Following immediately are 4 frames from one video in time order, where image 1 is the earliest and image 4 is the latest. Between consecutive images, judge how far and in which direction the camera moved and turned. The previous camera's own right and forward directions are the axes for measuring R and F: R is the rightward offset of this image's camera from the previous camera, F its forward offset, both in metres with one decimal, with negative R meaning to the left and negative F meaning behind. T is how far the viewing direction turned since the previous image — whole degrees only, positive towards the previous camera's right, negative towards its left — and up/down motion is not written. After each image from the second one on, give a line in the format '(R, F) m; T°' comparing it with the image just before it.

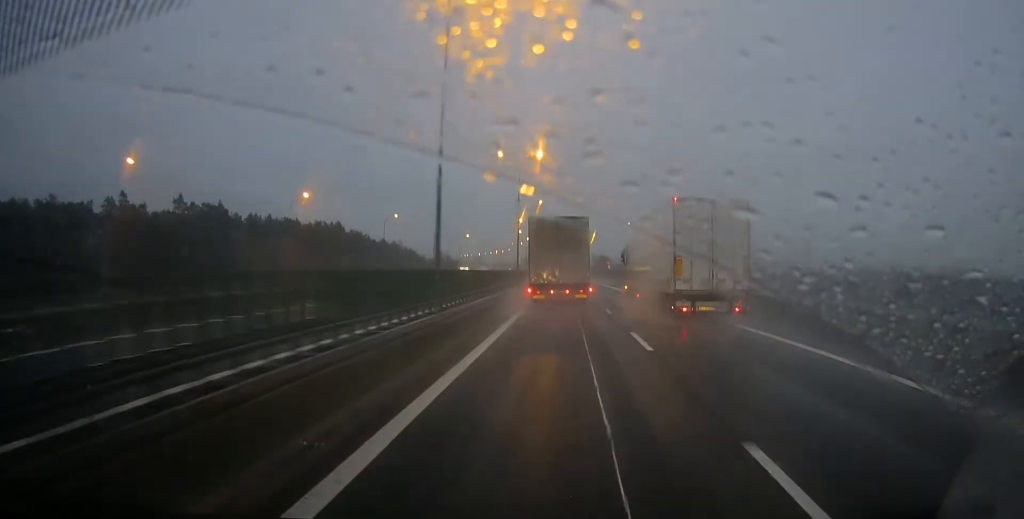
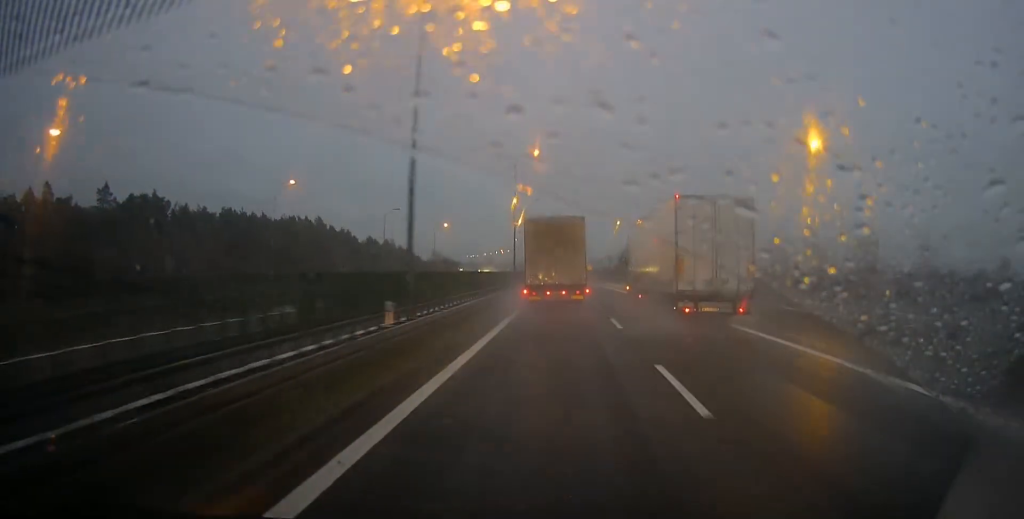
(-0.6, +42.2) m; -1°
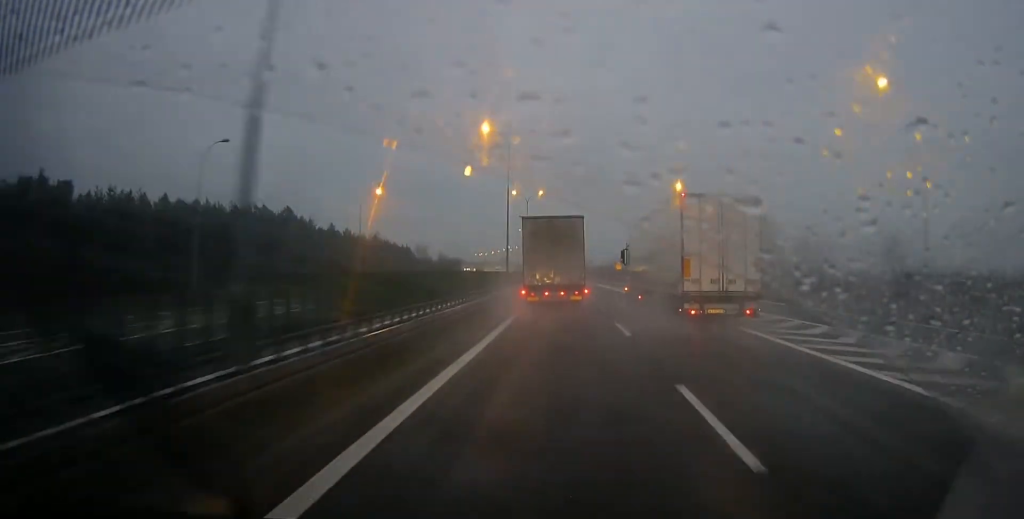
(0.0, +49.7) m; -1°
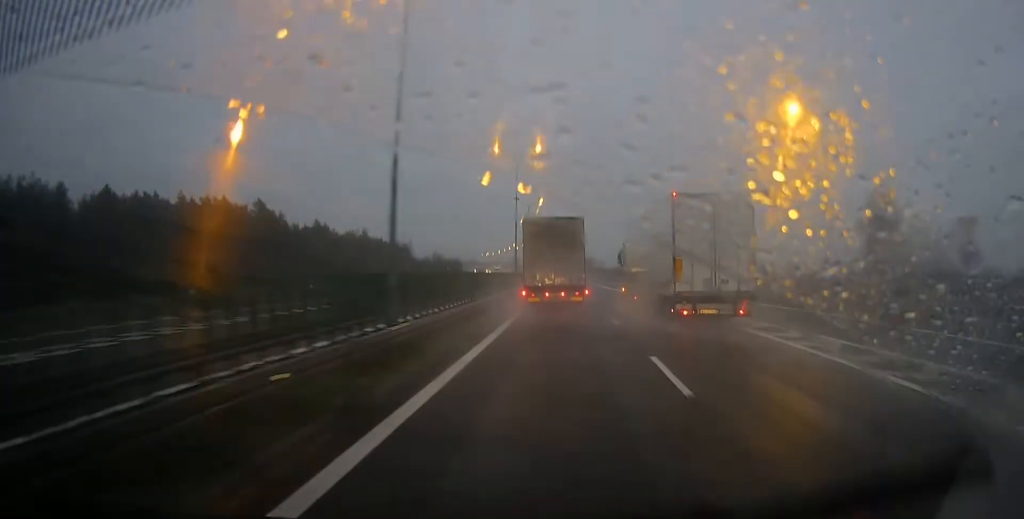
(-0.5, +32.8) m; -2°
